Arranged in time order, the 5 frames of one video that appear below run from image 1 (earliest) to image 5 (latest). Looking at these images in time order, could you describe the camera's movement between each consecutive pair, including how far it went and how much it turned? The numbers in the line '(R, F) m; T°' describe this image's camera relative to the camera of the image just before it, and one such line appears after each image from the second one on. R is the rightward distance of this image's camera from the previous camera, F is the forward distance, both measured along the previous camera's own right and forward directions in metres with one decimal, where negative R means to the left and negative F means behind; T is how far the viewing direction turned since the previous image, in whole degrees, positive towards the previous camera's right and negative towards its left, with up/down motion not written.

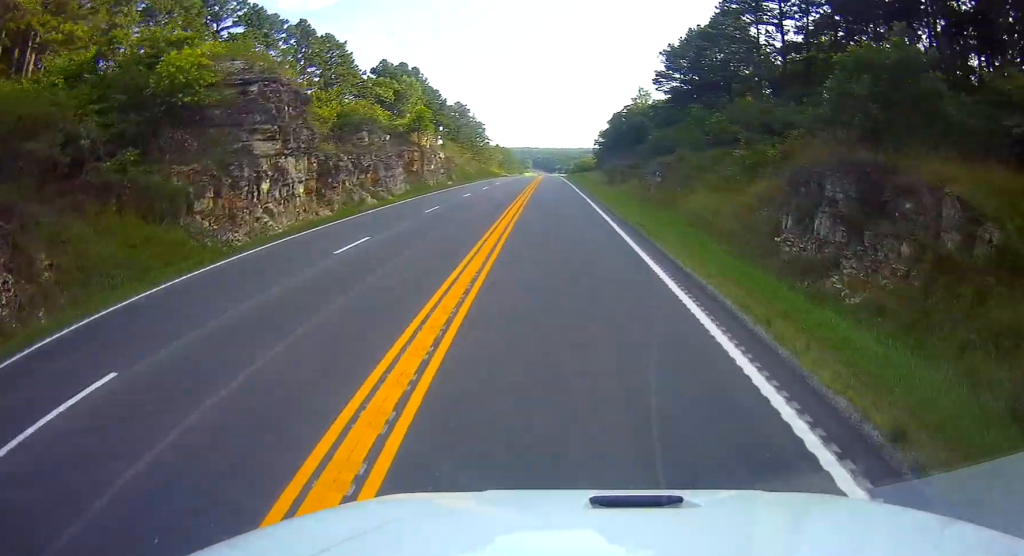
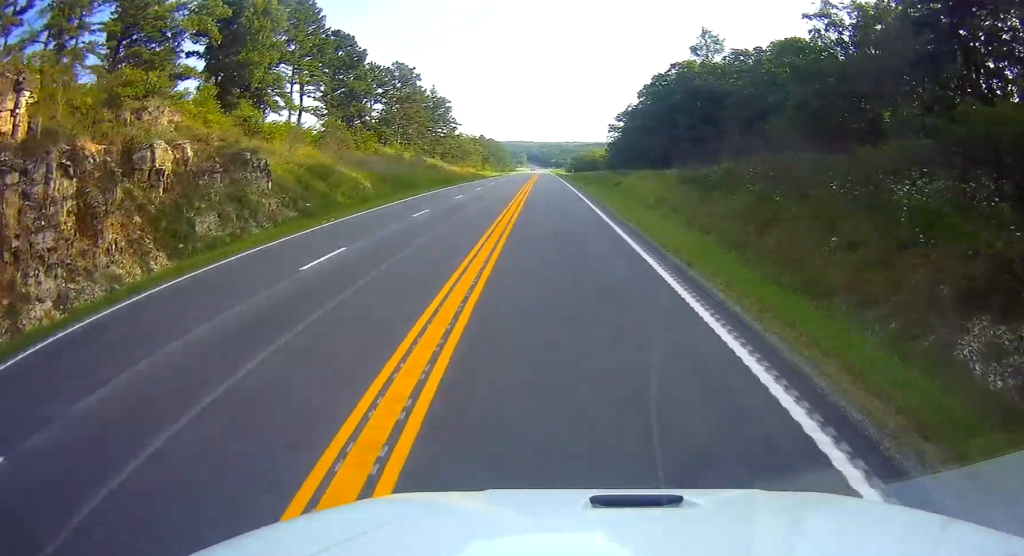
(-0.7, +63.2) m; -1°
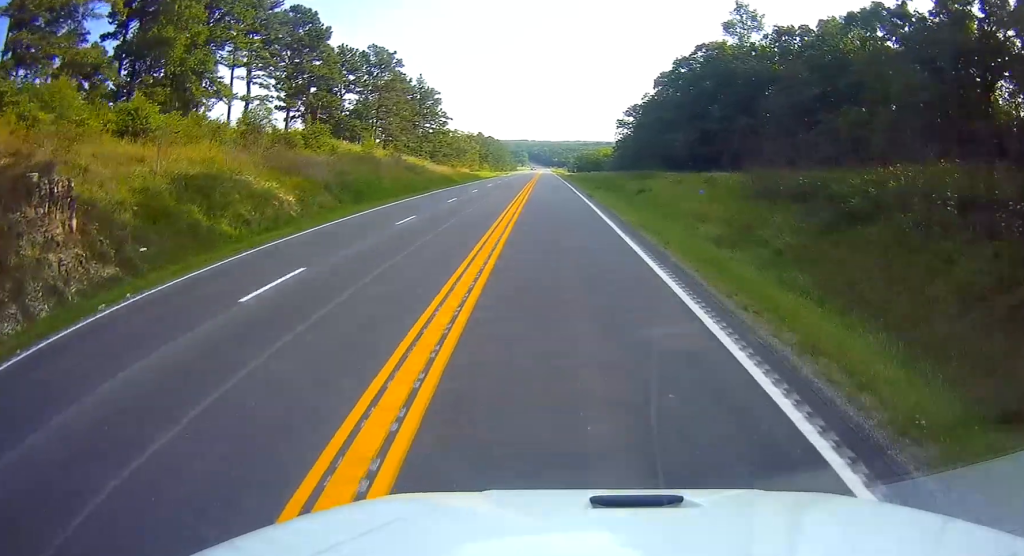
(-0.4, +15.1) m; 0°
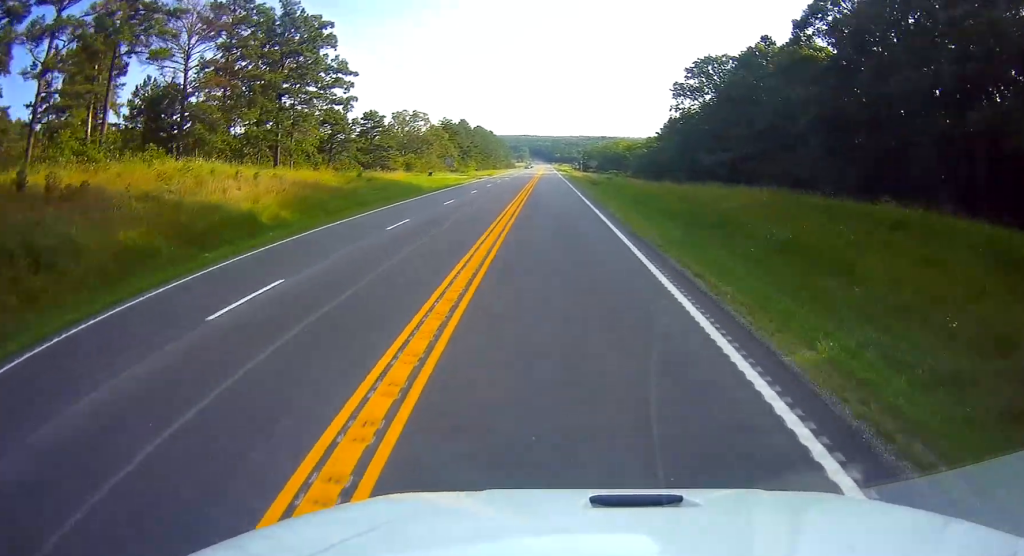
(+1.3, +61.5) m; +1°
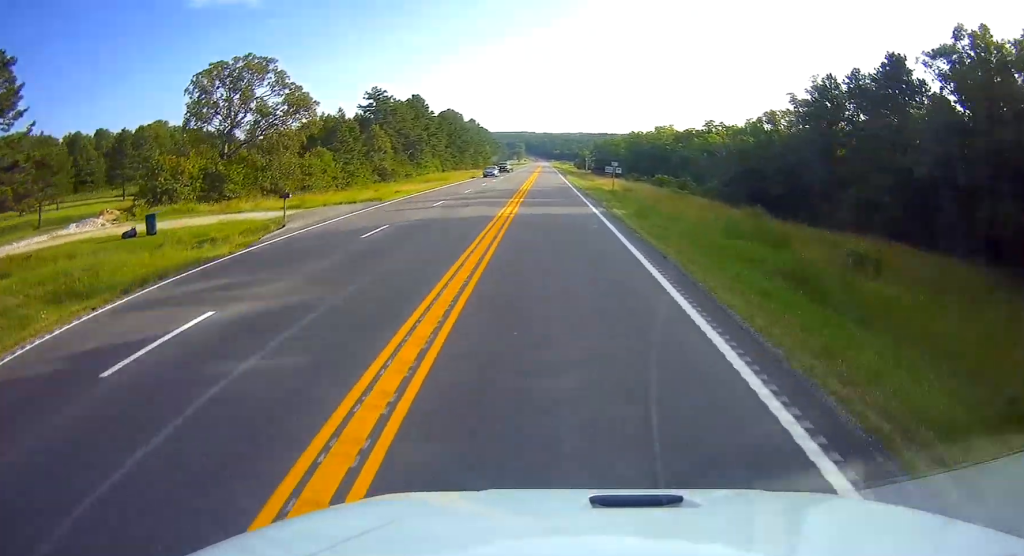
(0.0, +75.6) m; 0°
